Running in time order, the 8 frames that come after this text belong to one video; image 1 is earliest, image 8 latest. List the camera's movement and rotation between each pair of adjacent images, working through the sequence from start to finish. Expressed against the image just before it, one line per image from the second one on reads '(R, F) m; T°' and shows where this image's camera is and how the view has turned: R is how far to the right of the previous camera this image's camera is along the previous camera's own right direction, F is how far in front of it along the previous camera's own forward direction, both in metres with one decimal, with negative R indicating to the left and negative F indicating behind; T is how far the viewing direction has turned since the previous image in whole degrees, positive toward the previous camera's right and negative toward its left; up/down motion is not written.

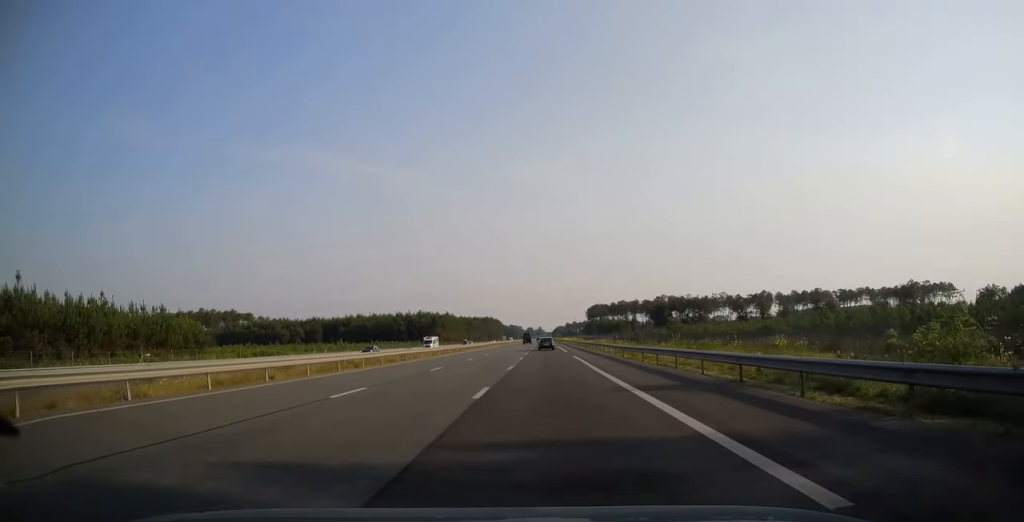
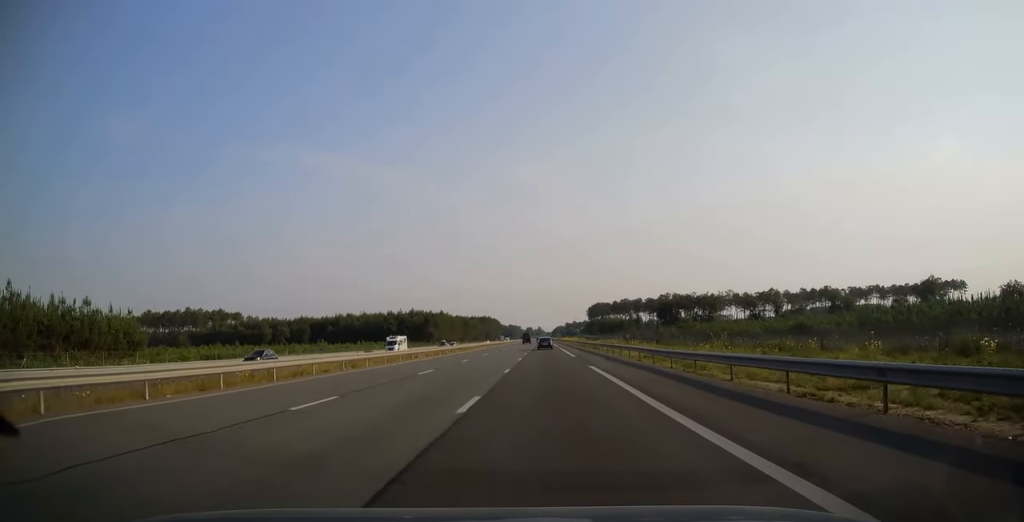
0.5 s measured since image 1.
(0.0, +15.2) m; 0°
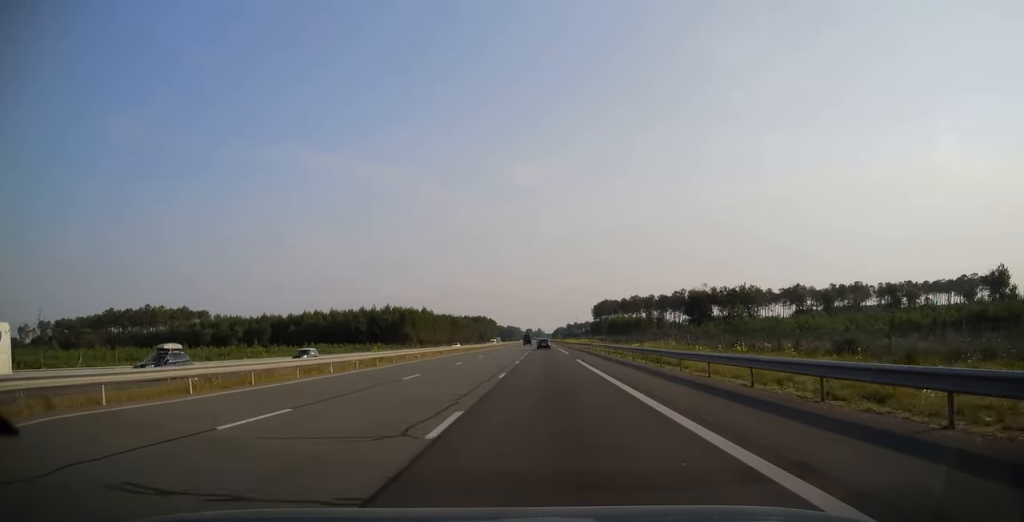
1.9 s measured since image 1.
(+0.1, +41.8) m; 0°
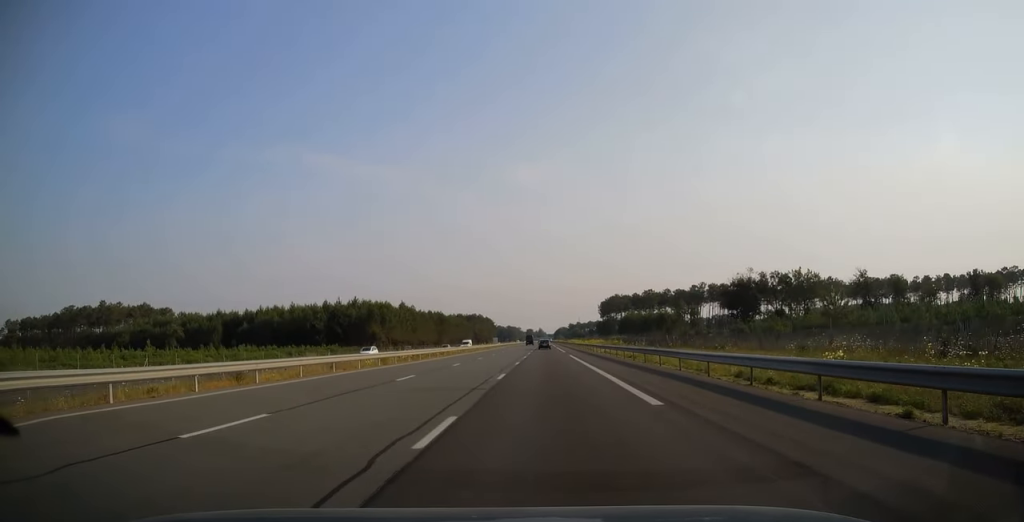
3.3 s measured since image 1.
(-0.1, +39.9) m; 0°
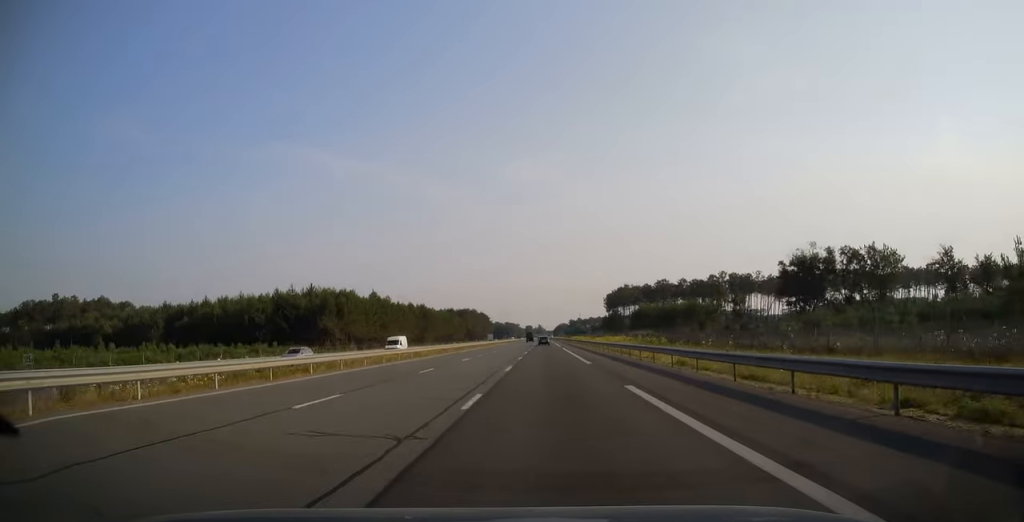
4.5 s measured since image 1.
(0.0, +35.0) m; 0°
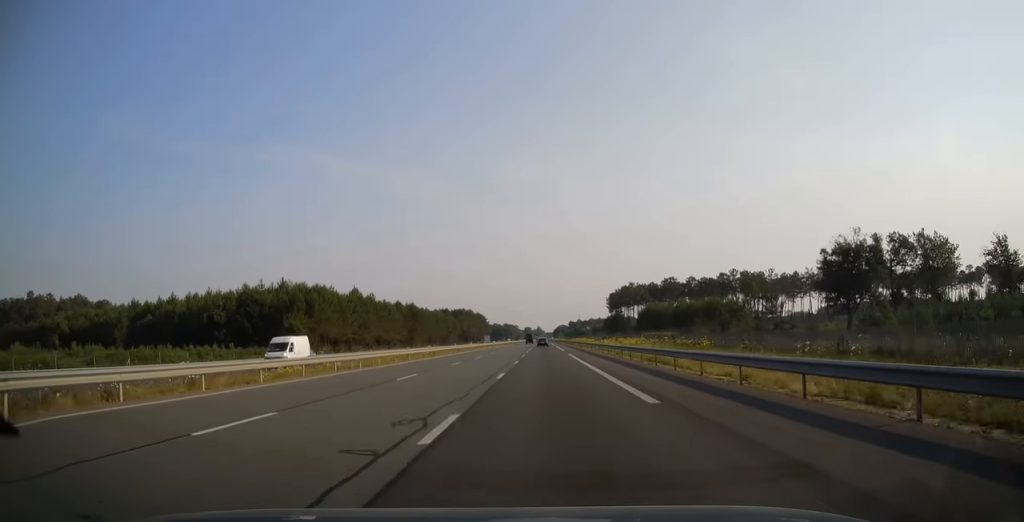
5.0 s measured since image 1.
(0.0, +16.7) m; 0°
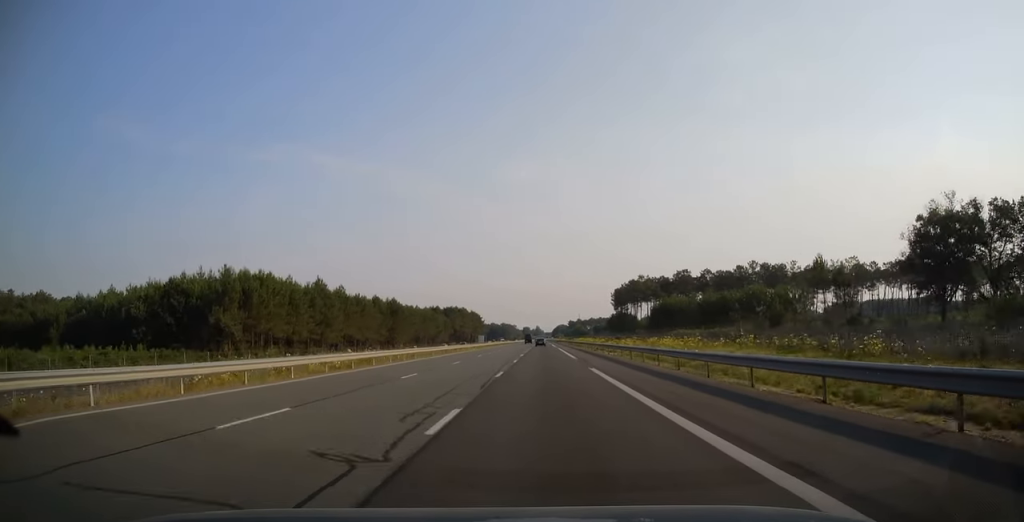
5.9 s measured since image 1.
(0.0, +25.0) m; 0°
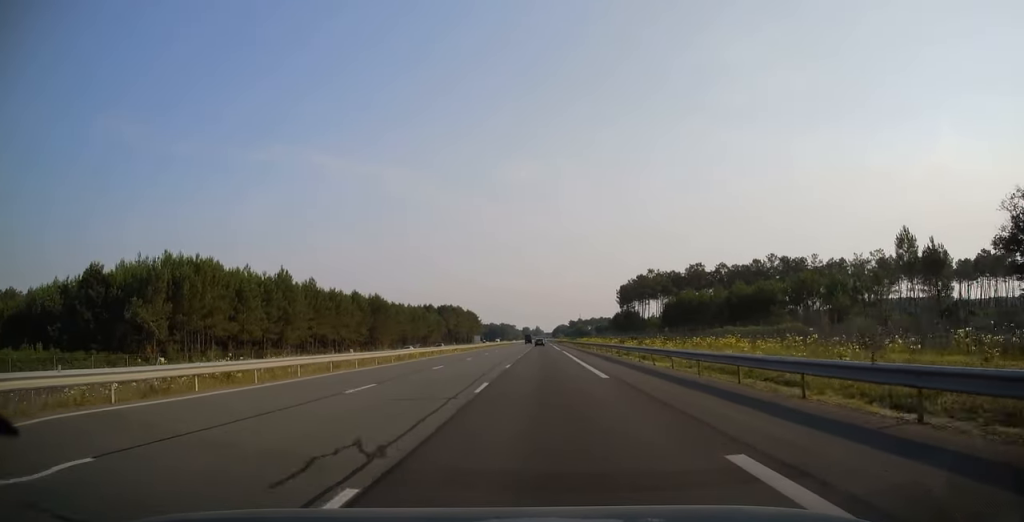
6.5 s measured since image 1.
(0.0, +19.0) m; 0°
